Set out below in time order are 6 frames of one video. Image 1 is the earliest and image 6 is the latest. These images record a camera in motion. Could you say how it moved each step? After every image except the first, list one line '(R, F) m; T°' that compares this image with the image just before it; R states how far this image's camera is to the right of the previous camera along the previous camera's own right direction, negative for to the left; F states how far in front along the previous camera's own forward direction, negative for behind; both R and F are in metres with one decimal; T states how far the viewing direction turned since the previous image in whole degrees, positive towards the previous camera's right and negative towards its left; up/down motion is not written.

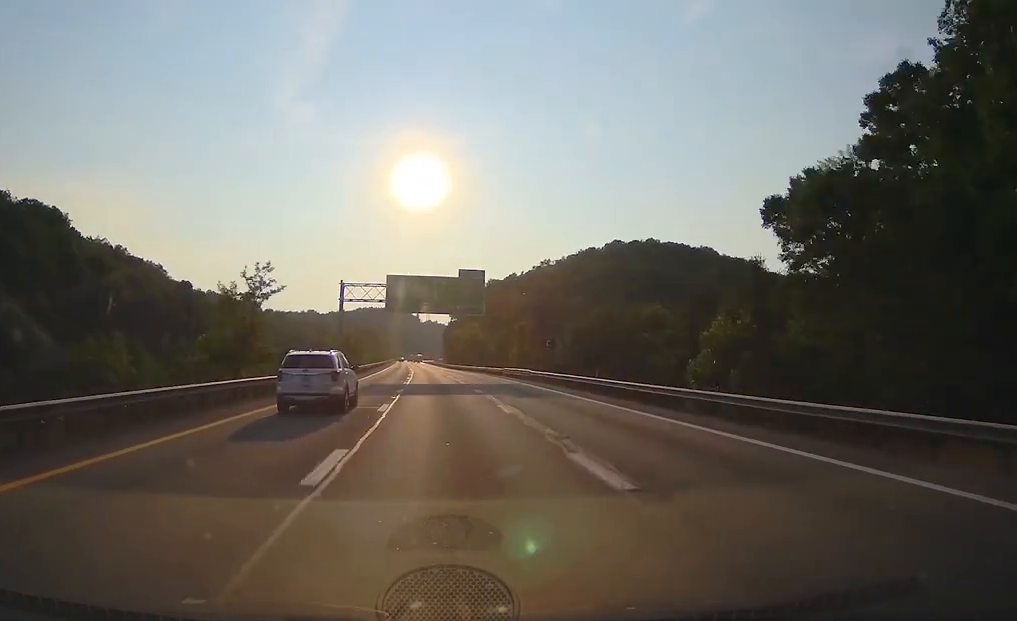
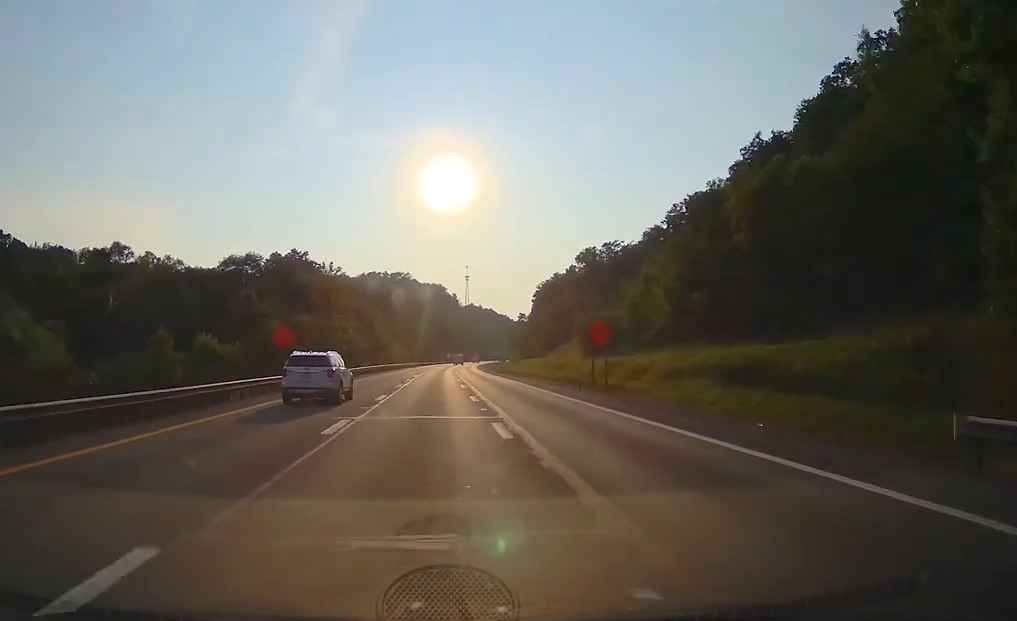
(-8.5, +290.0) m; -1°
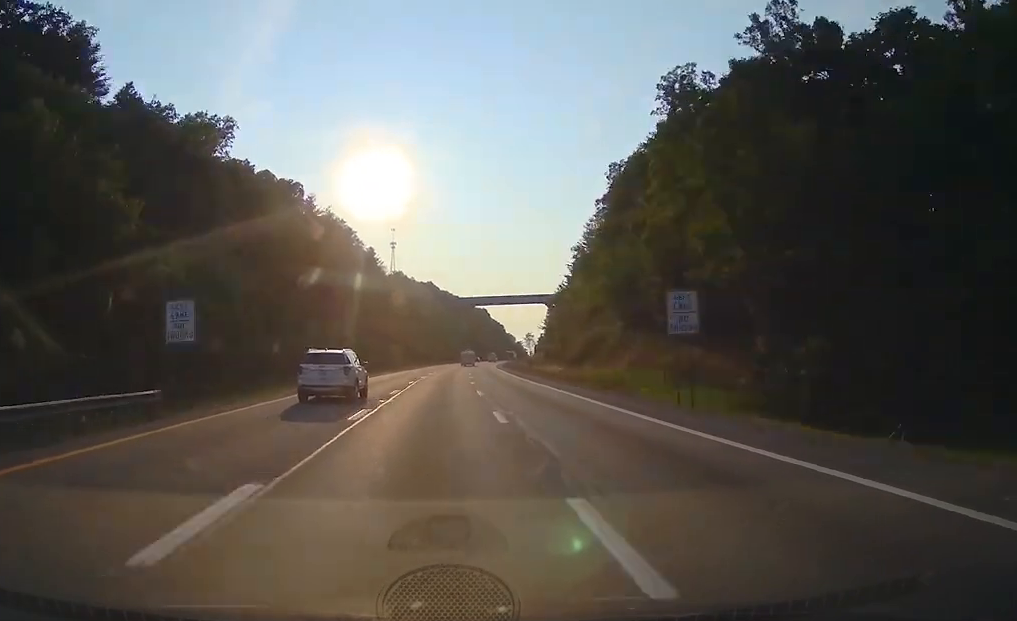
(+11.8, +229.0) m; +7°
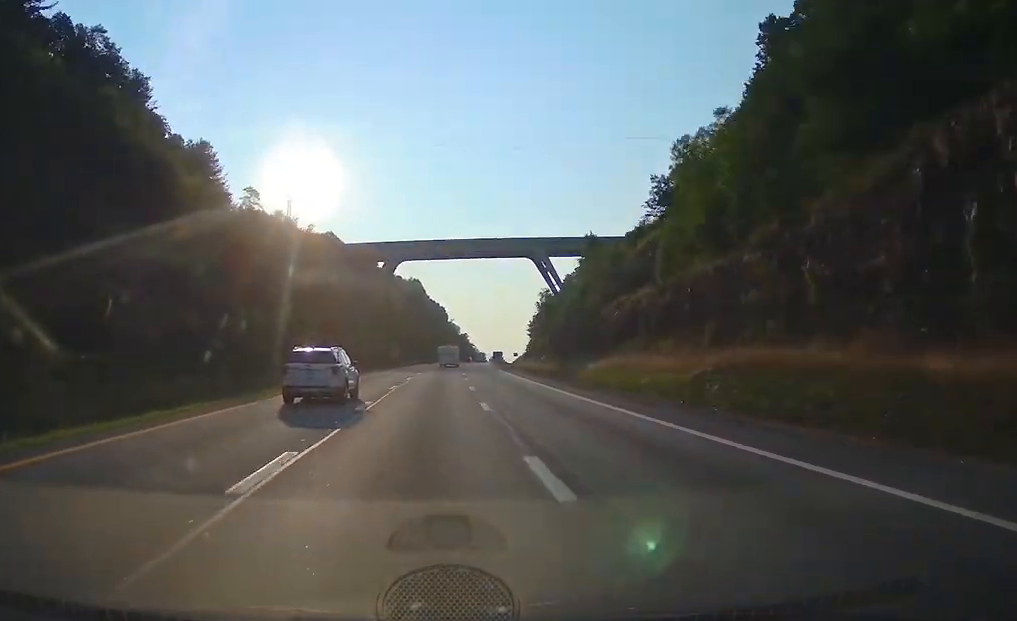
(+7.7, +173.6) m; +5°
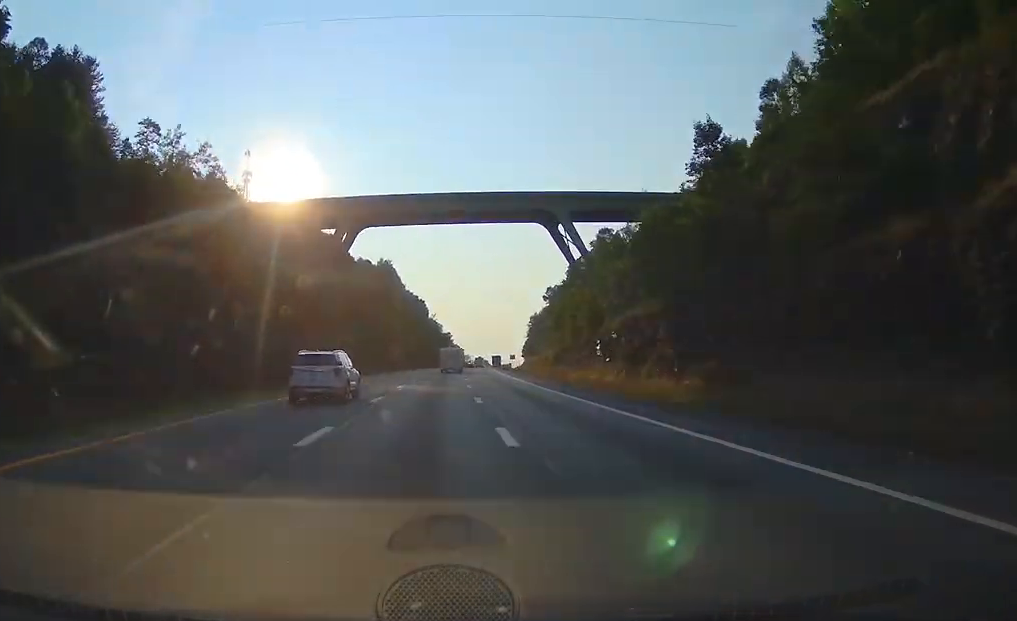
(+1.5, +65.9) m; +2°
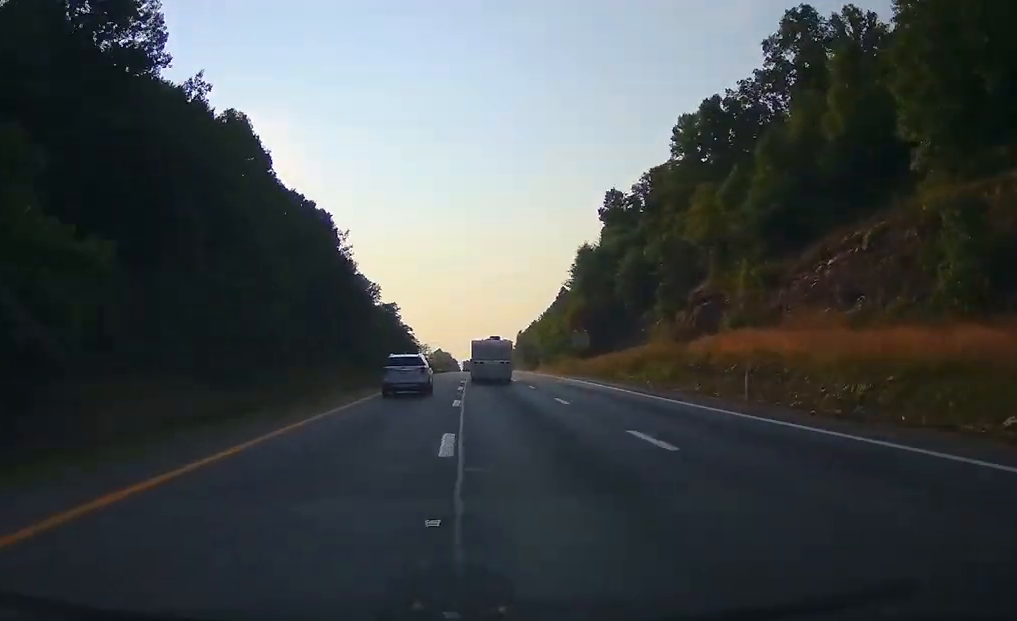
(+8.7, +219.7) m; +4°
